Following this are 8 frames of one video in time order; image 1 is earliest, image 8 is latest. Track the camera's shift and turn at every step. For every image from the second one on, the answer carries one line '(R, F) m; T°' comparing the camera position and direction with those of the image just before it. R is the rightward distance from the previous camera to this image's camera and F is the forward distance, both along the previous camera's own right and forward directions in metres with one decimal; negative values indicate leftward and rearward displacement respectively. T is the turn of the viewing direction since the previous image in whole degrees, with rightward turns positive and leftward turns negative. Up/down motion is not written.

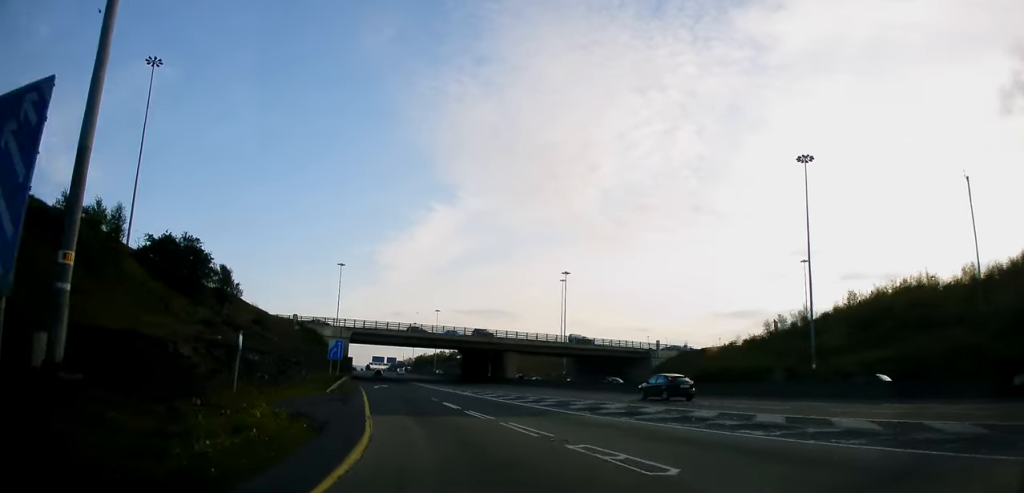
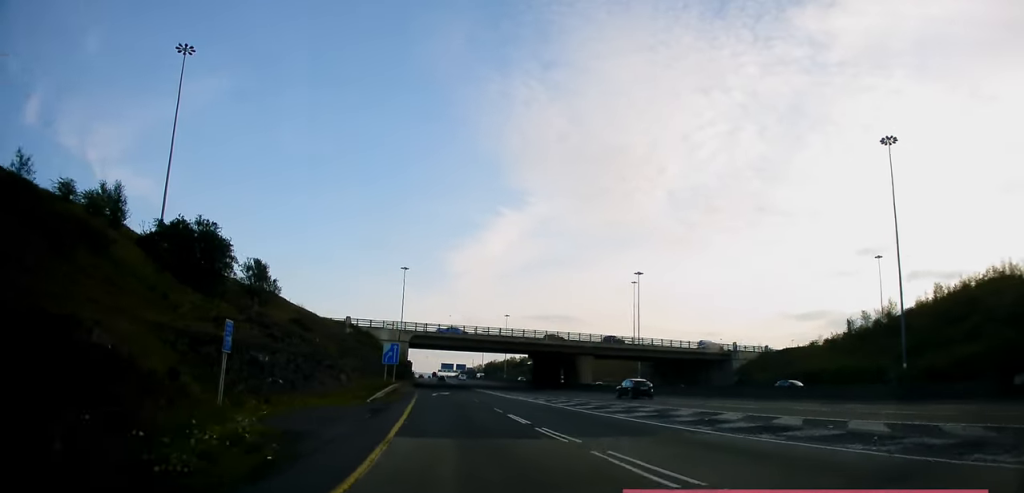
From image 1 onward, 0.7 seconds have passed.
(-0.5, +6.6) m; -6°
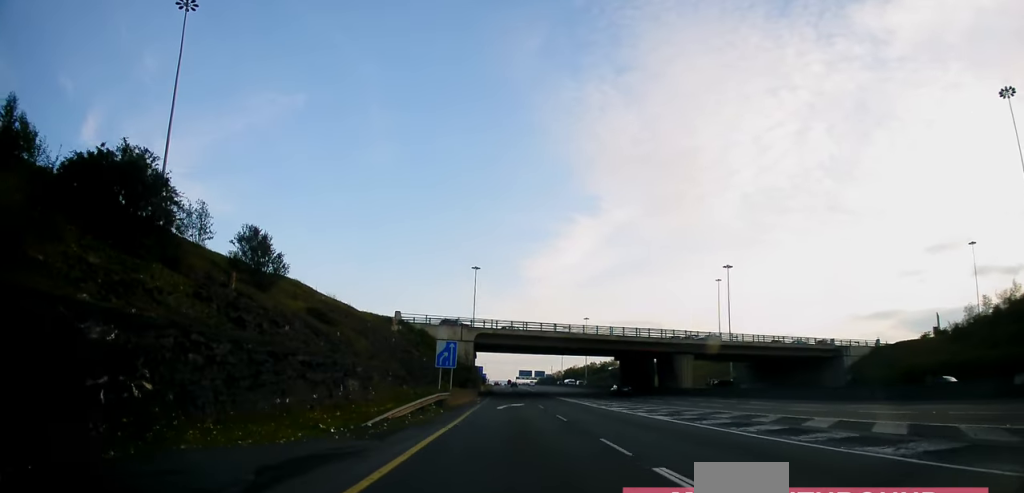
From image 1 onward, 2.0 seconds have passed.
(-1.0, +14.3) m; -5°
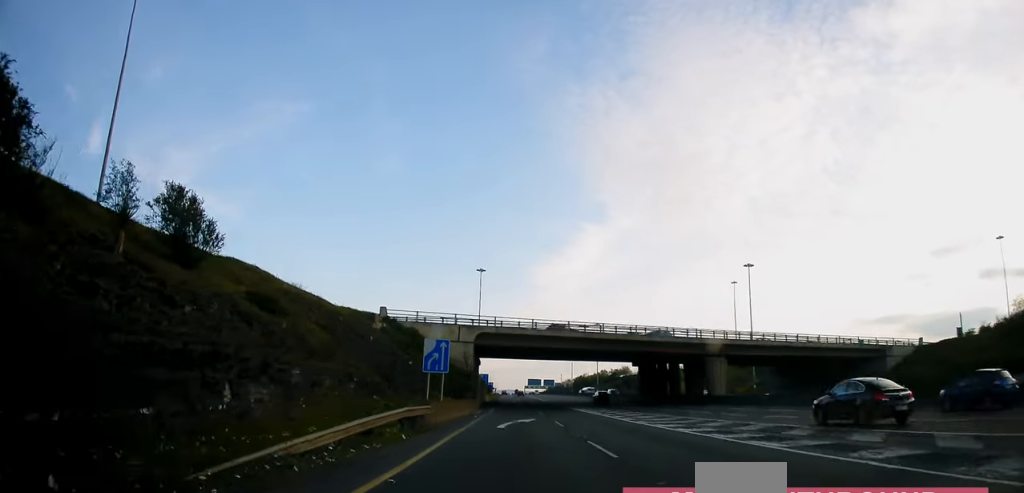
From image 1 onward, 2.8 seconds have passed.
(-0.2, +10.3) m; -1°
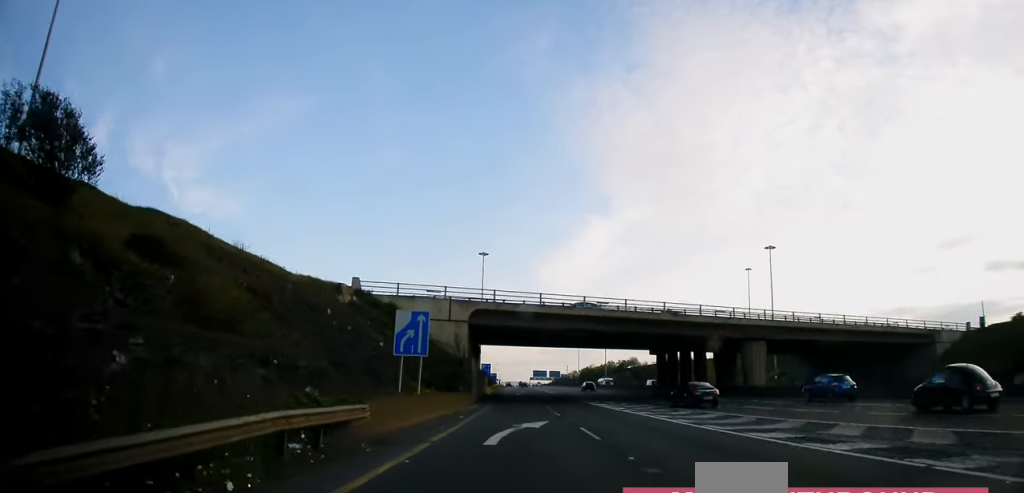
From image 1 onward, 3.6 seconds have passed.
(+0.2, +9.8) m; 0°
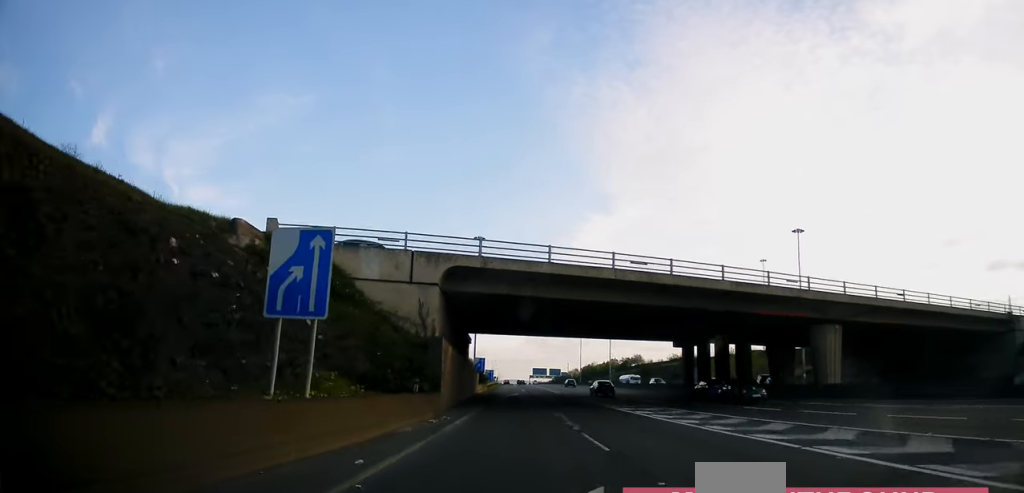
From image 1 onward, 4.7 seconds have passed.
(-0.3, +14.6) m; 0°
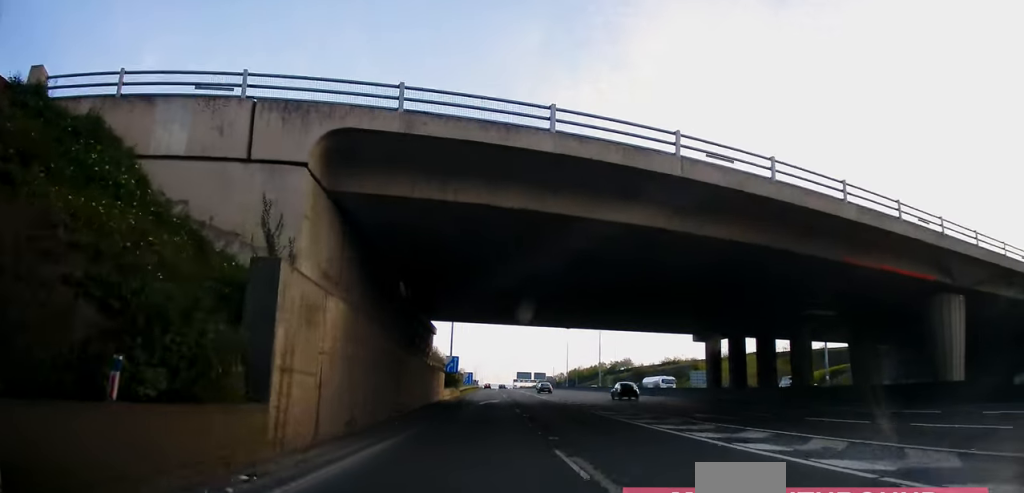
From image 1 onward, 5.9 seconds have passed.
(+0.4, +16.1) m; +1°
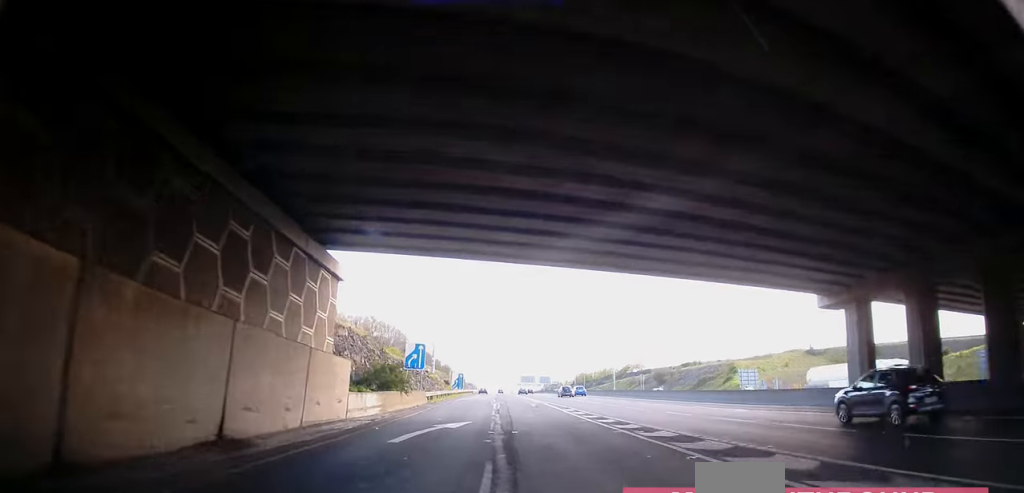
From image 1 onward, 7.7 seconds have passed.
(-0.1, +26.7) m; -1°
